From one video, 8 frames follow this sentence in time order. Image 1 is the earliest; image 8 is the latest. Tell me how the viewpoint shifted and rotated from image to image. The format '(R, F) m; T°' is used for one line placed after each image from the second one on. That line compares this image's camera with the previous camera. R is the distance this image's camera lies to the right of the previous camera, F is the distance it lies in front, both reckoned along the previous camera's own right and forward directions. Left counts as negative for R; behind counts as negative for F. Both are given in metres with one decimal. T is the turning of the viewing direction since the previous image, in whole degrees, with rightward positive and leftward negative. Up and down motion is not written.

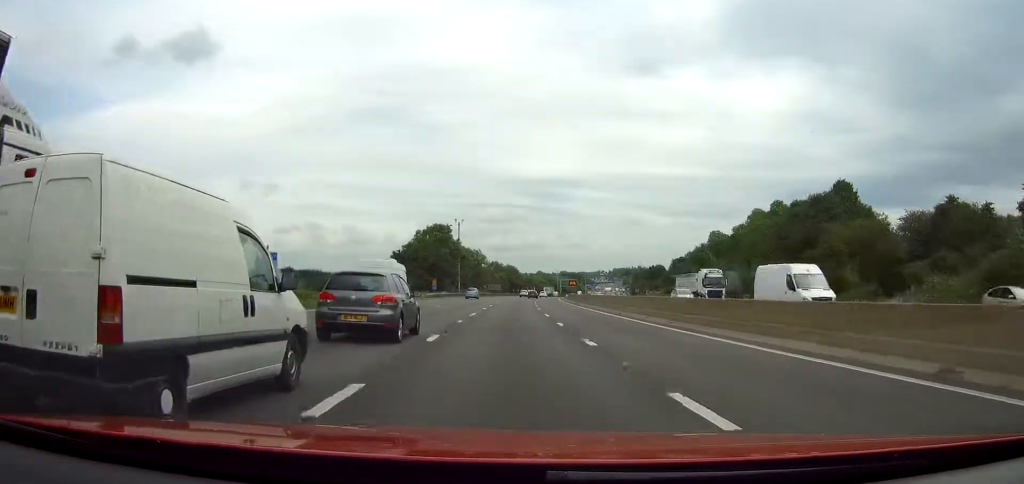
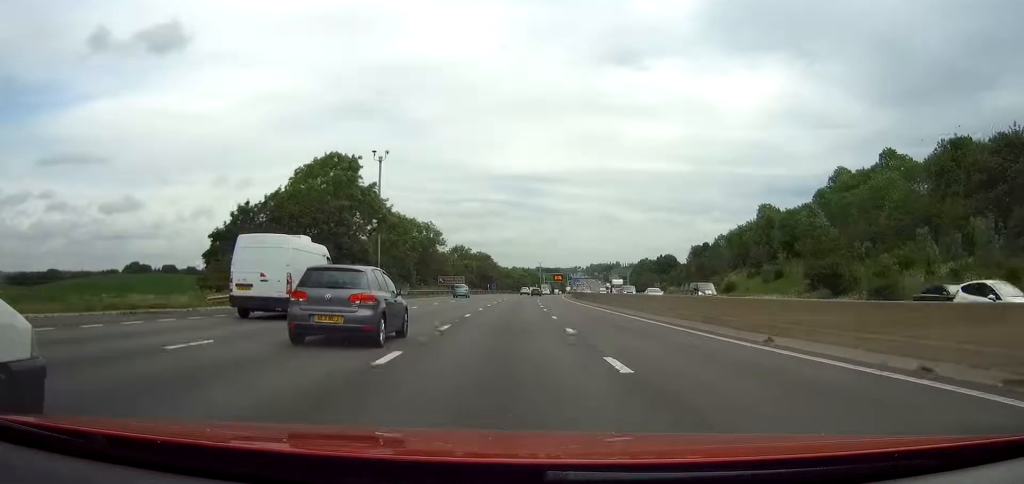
(+1.5, +64.8) m; +2°
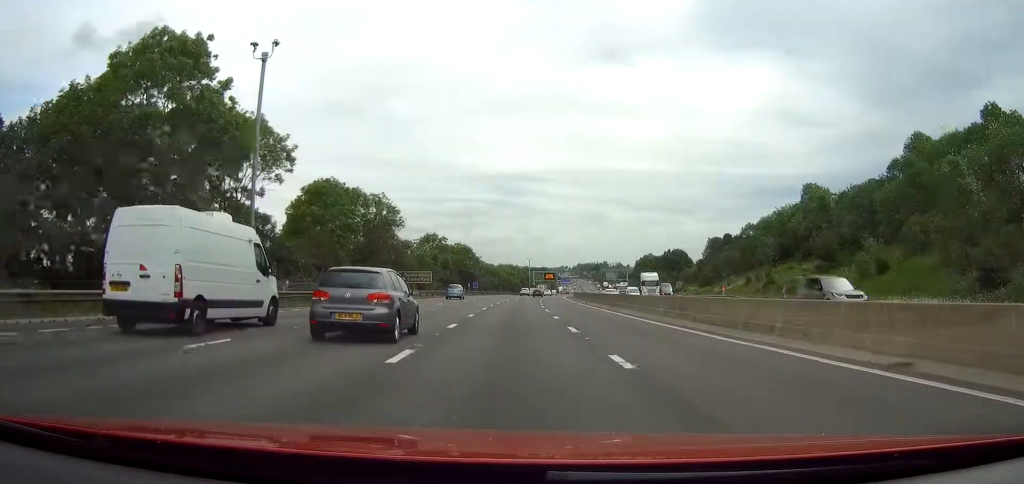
(+0.3, +33.3) m; +1°
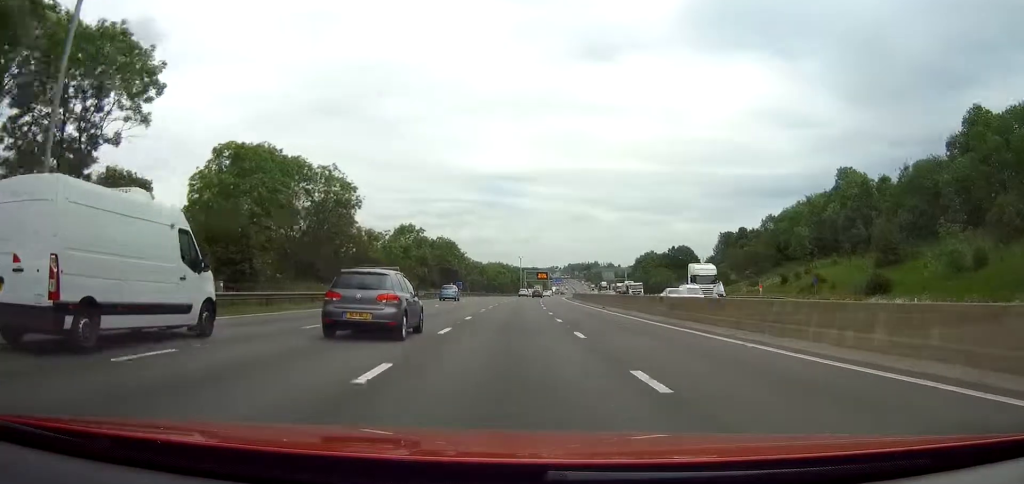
(+0.1, +19.2) m; +1°
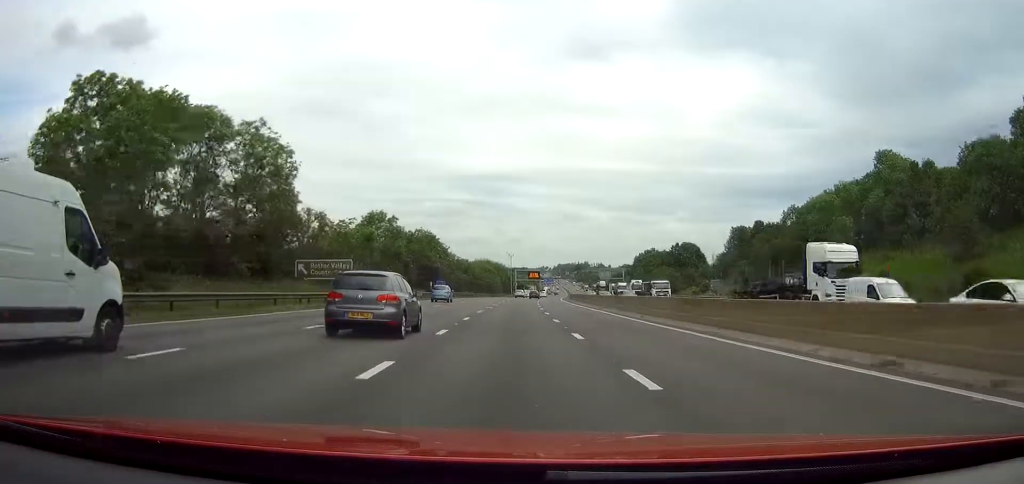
(0.0, +17.0) m; +1°
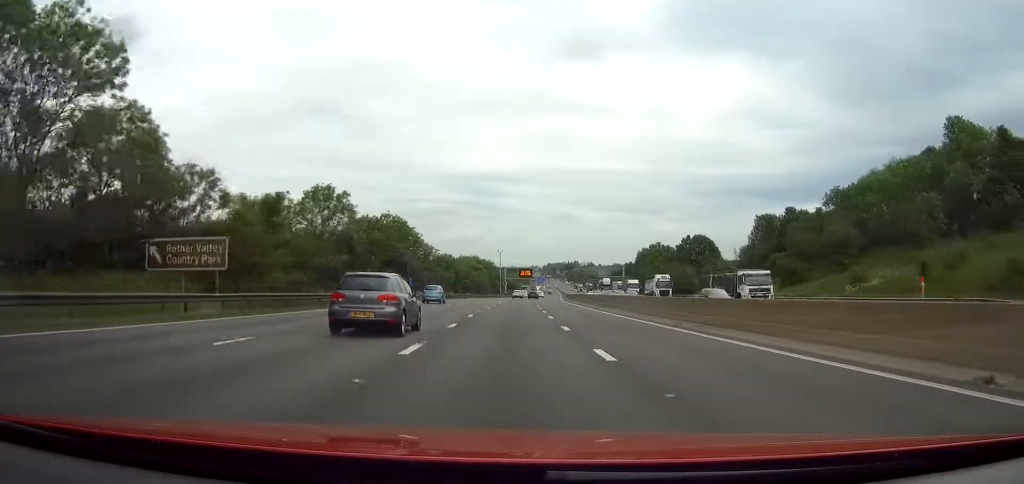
(+0.3, +22.5) m; +1°
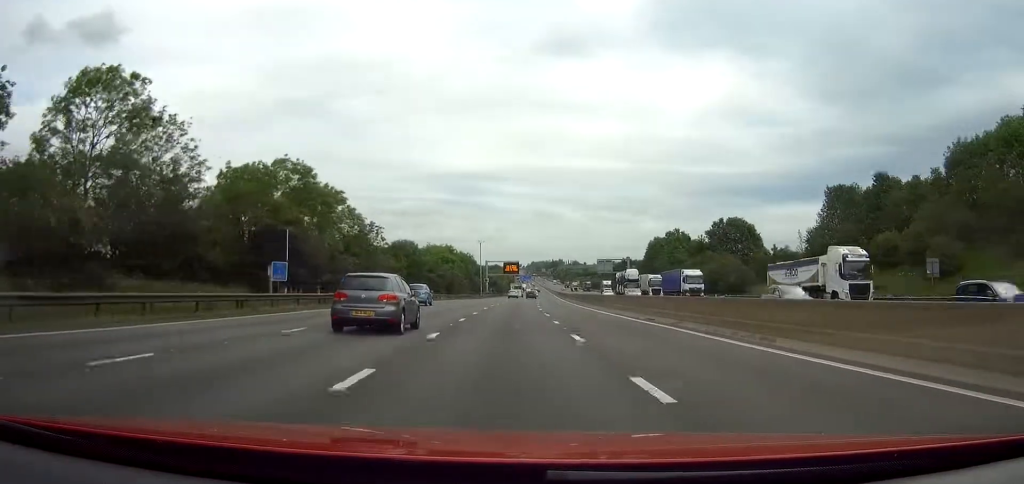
(+0.5, +38.9) m; +2°
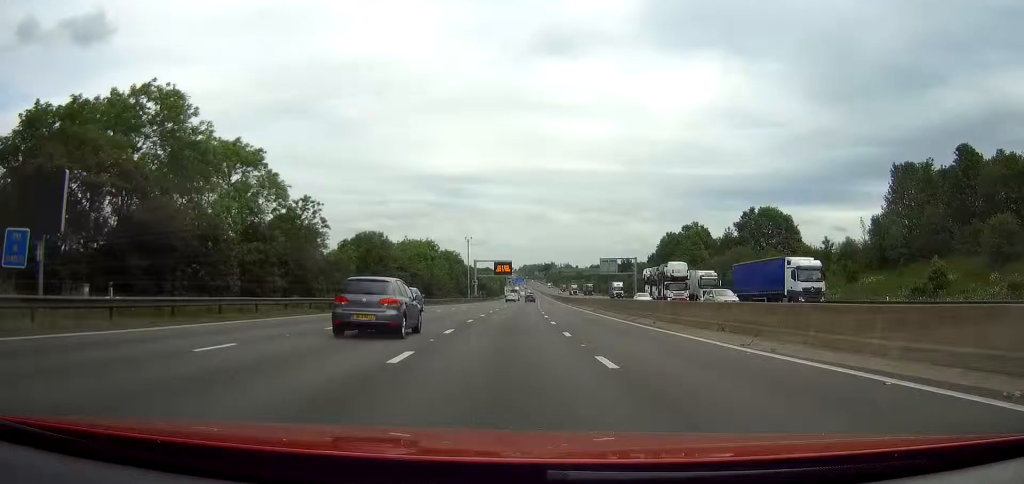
(+0.2, +22.1) m; +1°
